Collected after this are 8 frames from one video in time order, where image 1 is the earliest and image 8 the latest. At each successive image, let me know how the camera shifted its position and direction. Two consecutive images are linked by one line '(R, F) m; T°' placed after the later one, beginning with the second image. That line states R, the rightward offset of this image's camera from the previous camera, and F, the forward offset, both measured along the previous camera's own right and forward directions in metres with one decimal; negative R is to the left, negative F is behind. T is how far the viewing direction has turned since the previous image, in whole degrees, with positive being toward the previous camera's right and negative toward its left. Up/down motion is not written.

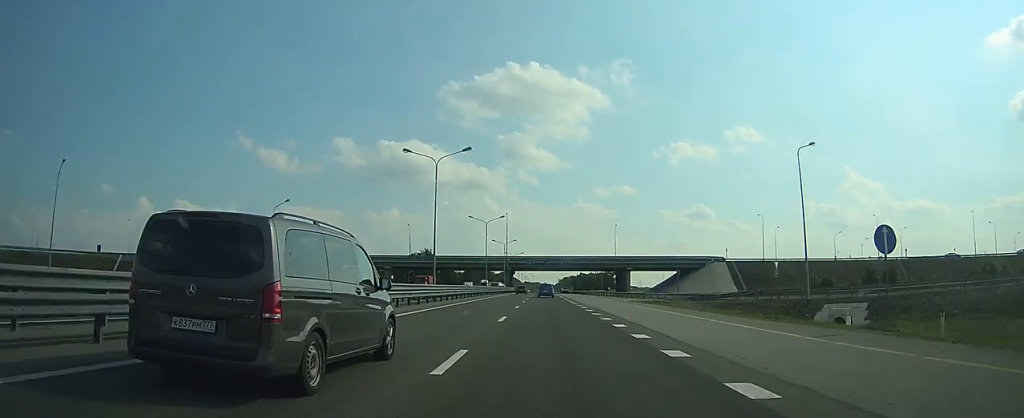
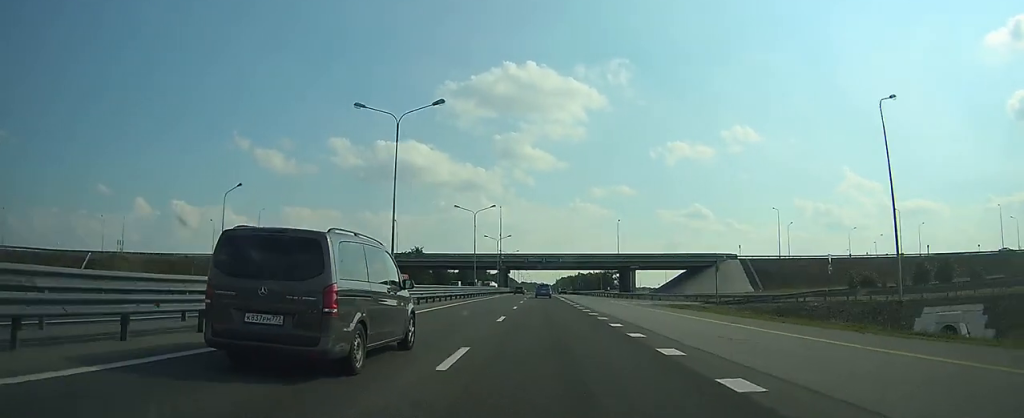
(0.0, +11.9) m; 0°
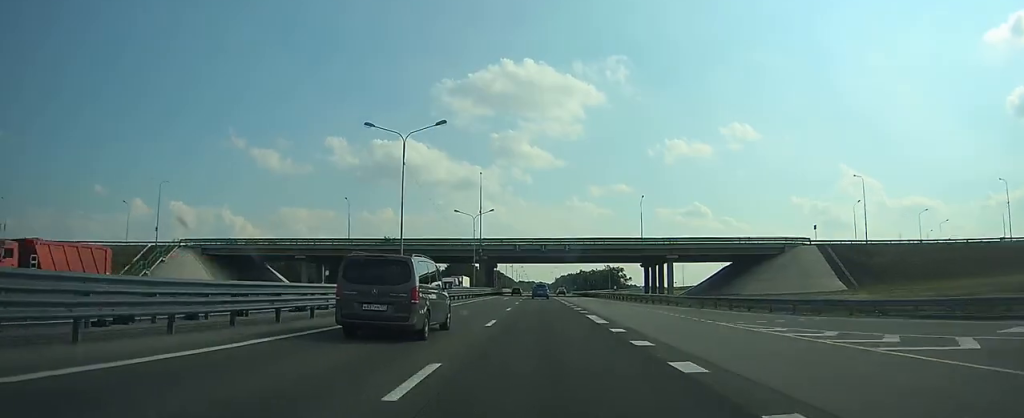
(0.0, +39.0) m; 0°
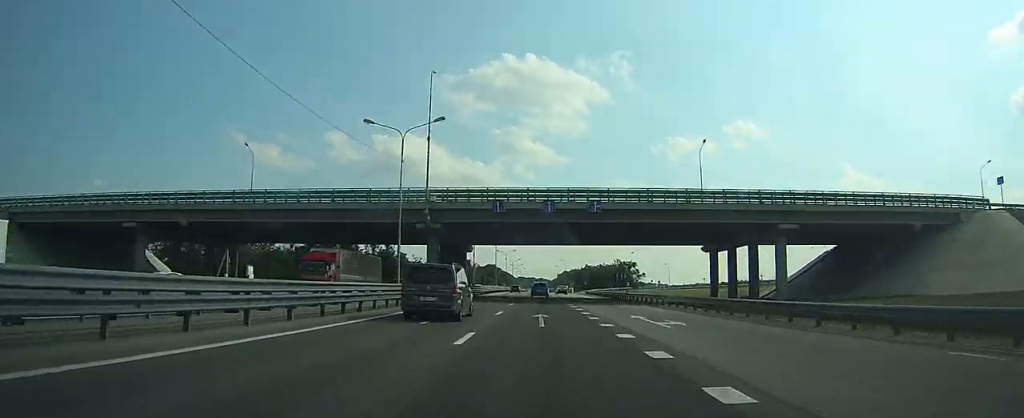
(+0.5, +43.1) m; +1°
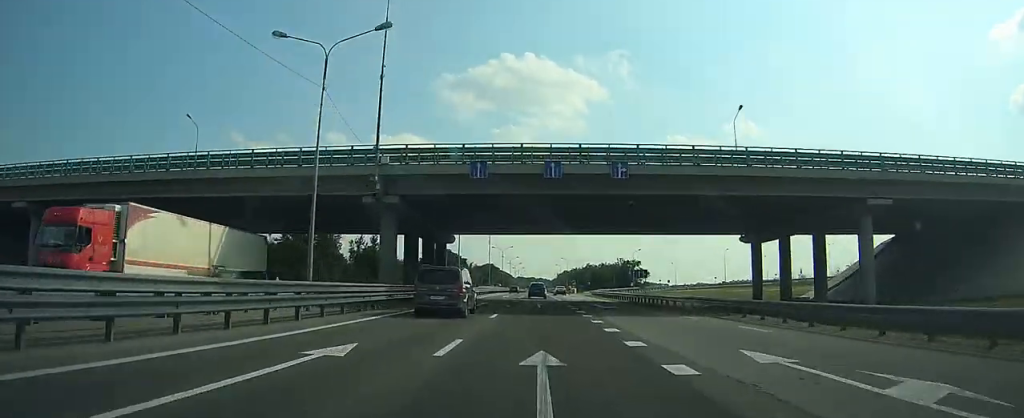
(0.0, +14.2) m; 0°
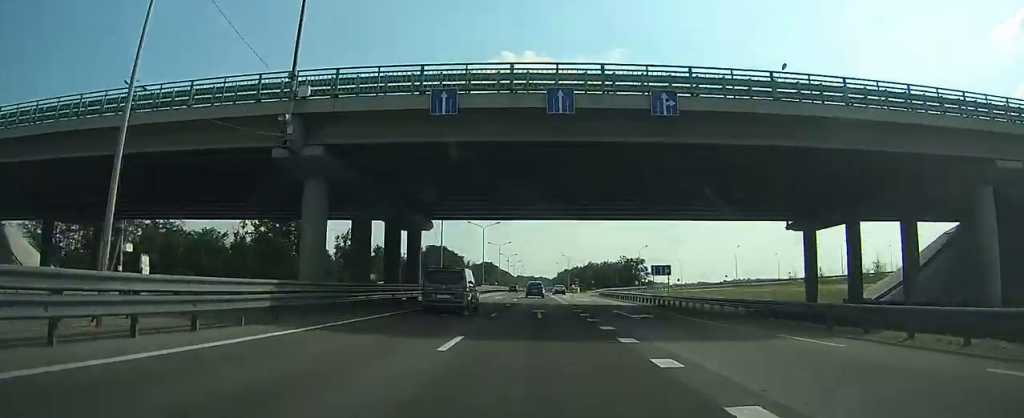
(0.0, +11.7) m; 0°
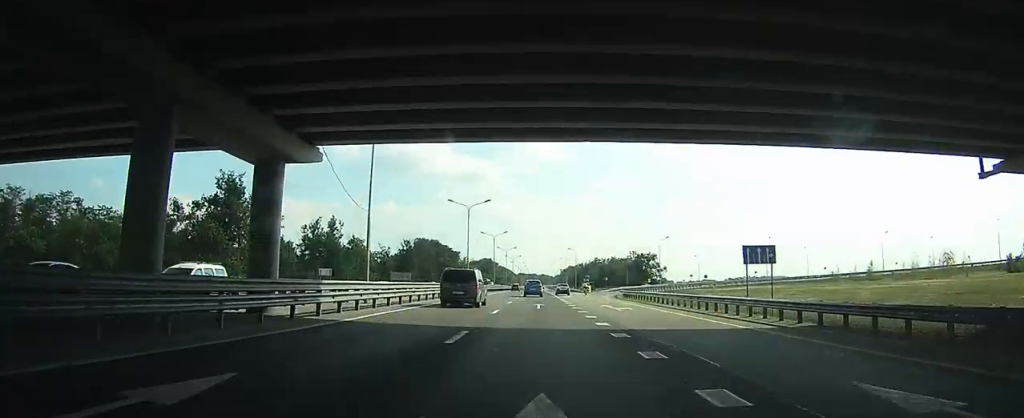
(-0.1, +23.9) m; 0°
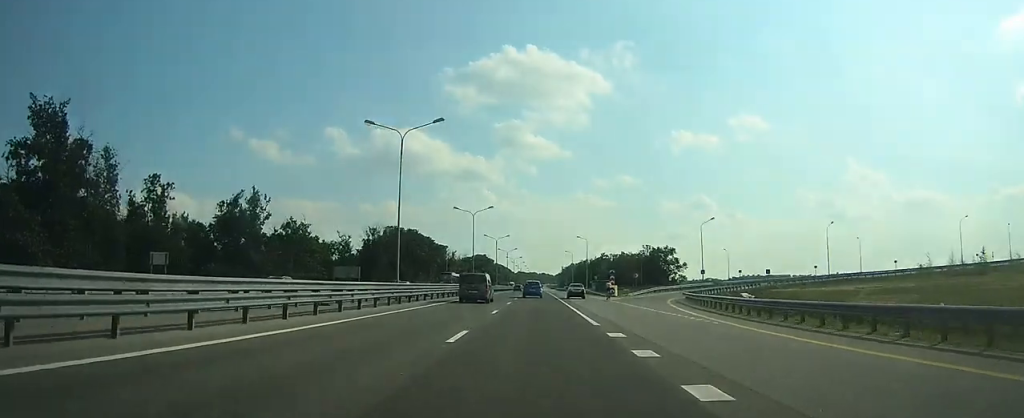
(-0.3, +37.0) m; 0°
